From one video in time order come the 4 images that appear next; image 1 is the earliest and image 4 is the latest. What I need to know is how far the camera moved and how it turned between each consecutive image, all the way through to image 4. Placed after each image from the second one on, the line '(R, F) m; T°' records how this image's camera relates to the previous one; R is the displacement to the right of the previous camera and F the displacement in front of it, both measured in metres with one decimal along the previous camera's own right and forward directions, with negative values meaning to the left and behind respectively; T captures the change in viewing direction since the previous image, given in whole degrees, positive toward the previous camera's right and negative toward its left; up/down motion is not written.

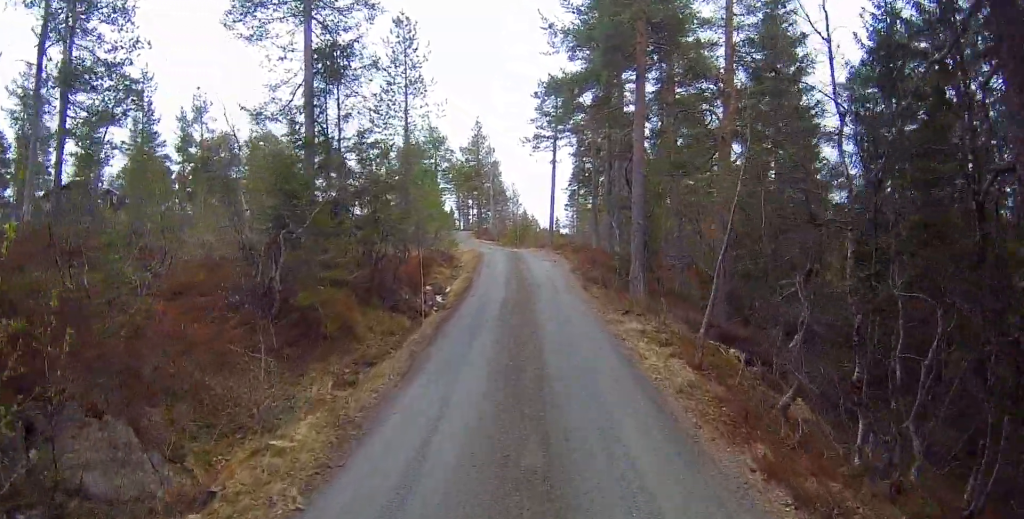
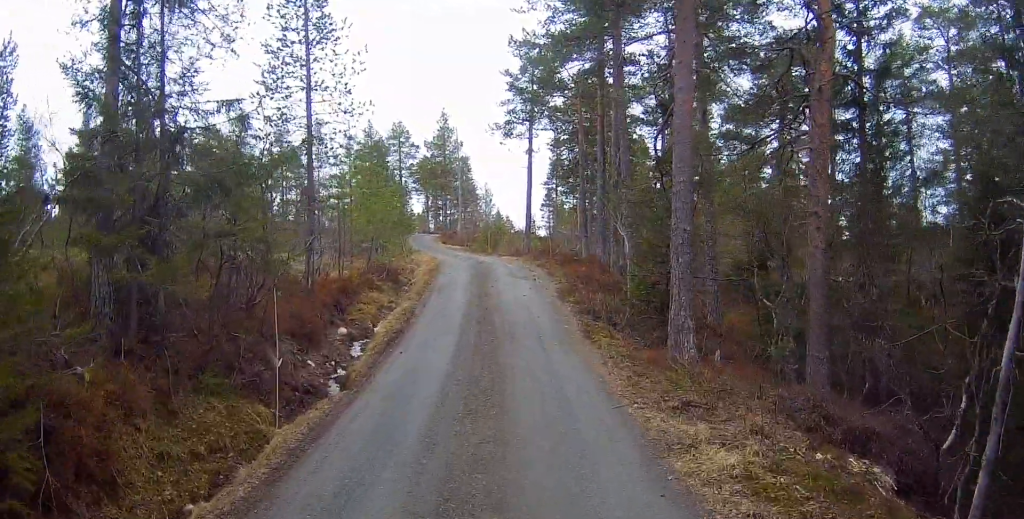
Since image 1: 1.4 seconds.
(-0.1, +6.3) m; -1°
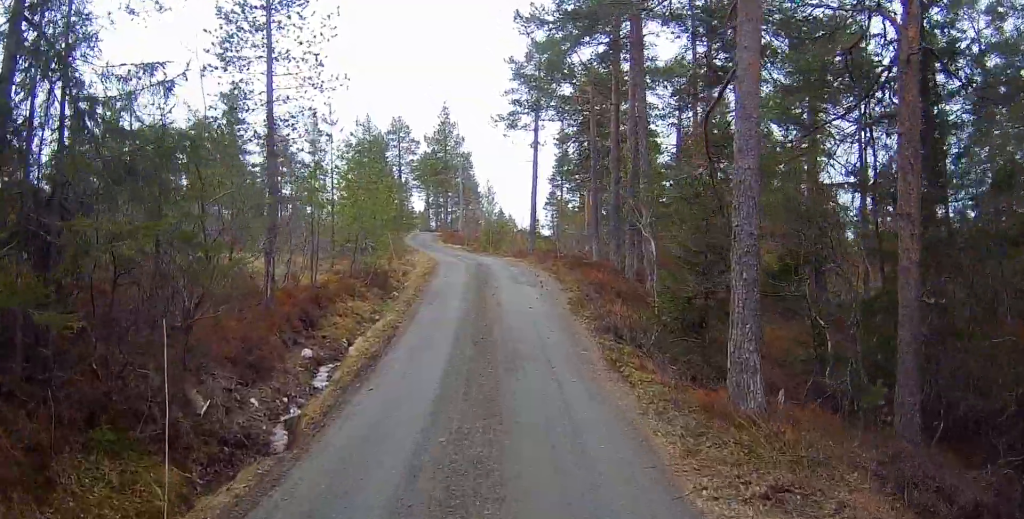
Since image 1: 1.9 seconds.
(0.0, +2.2) m; -1°
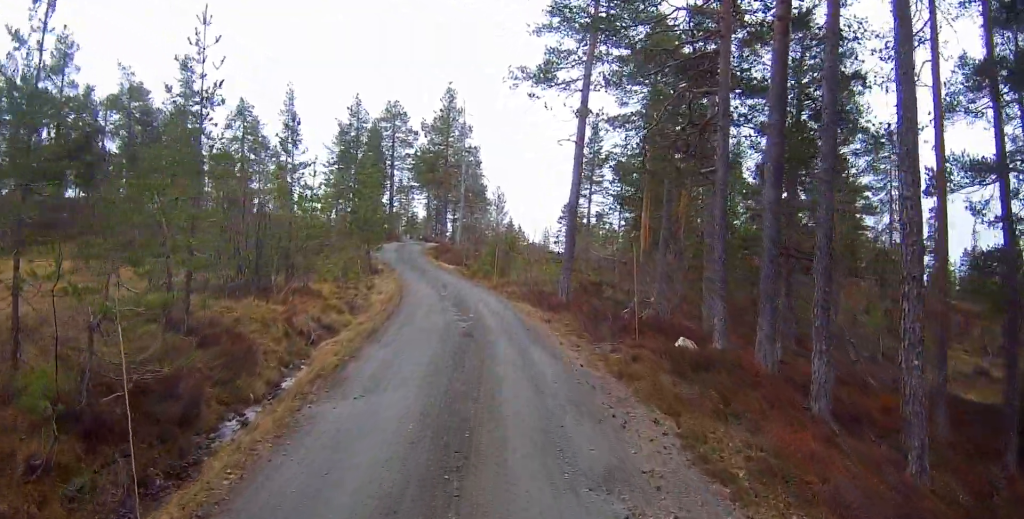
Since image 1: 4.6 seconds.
(-0.1, +11.1) m; +1°
